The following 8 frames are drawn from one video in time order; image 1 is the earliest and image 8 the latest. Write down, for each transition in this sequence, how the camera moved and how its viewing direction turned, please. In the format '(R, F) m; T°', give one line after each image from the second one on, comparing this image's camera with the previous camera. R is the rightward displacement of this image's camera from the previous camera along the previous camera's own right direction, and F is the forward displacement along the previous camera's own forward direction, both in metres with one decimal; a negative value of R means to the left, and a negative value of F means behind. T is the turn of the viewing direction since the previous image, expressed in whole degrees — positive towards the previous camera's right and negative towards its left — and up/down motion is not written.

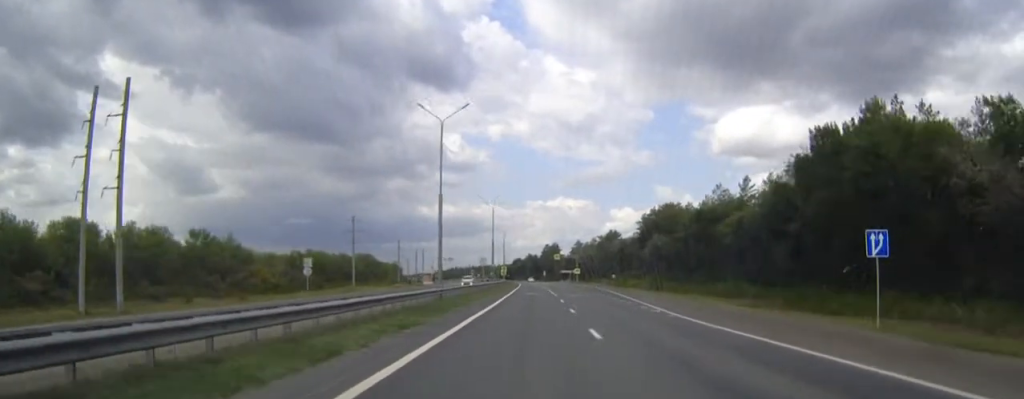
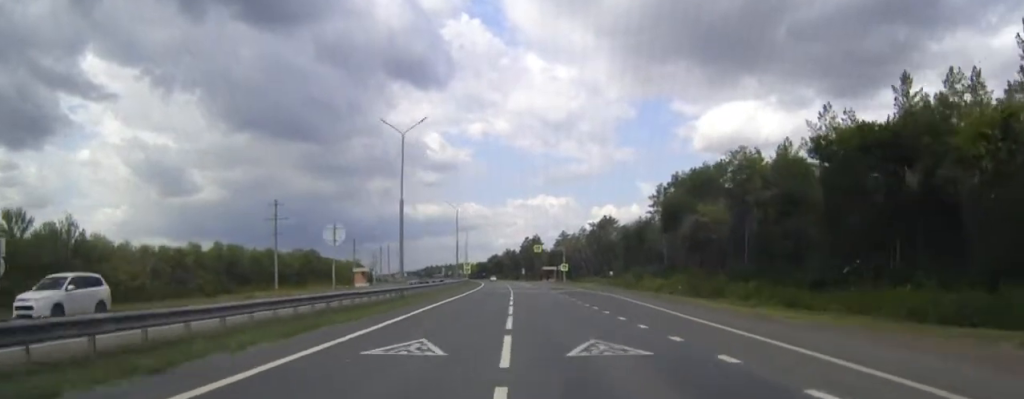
(+0.4, +46.5) m; +1°
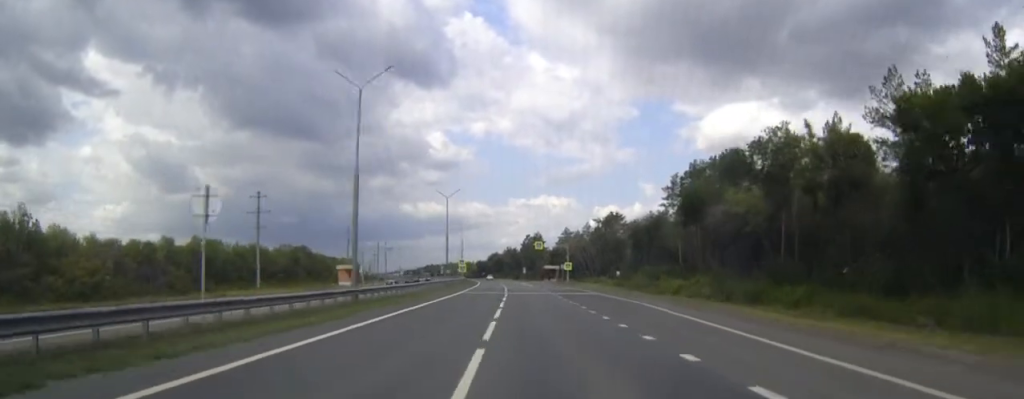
(0.0, +11.3) m; 0°
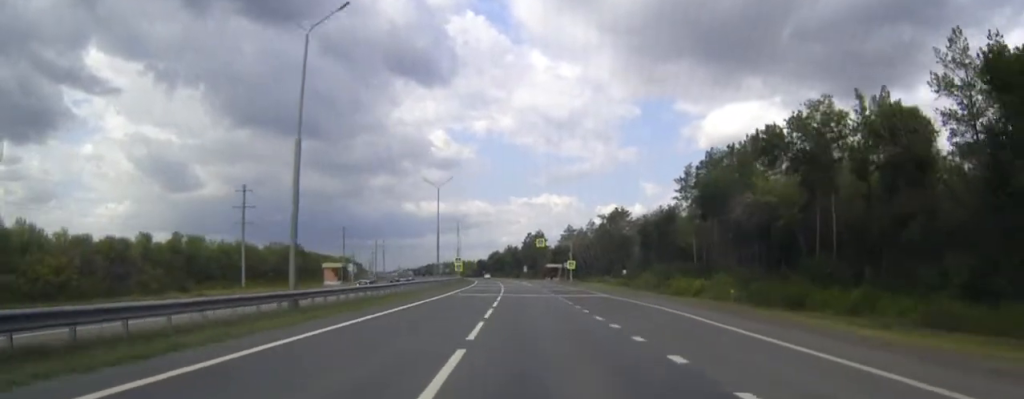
(0.0, +8.4) m; 0°
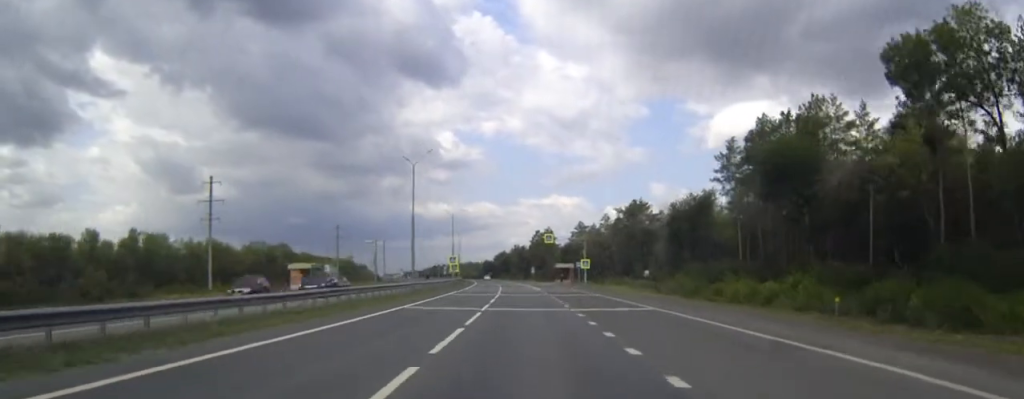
(-0.1, +18.3) m; -1°
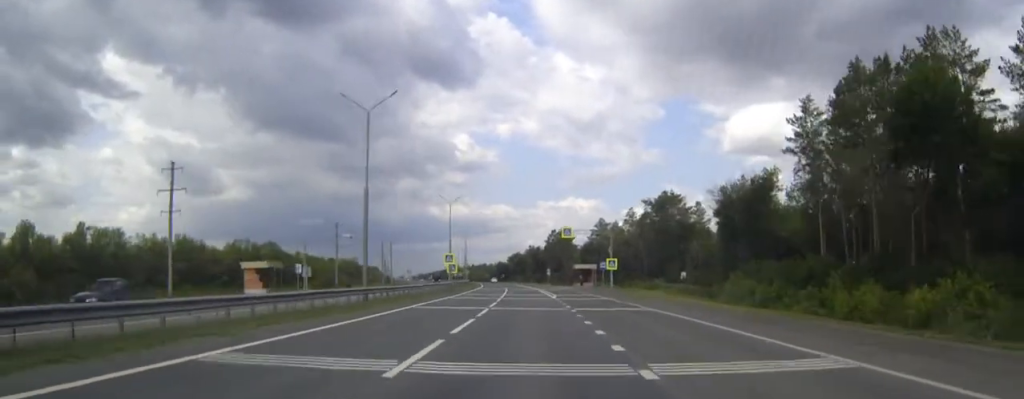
(-0.2, +19.0) m; -1°
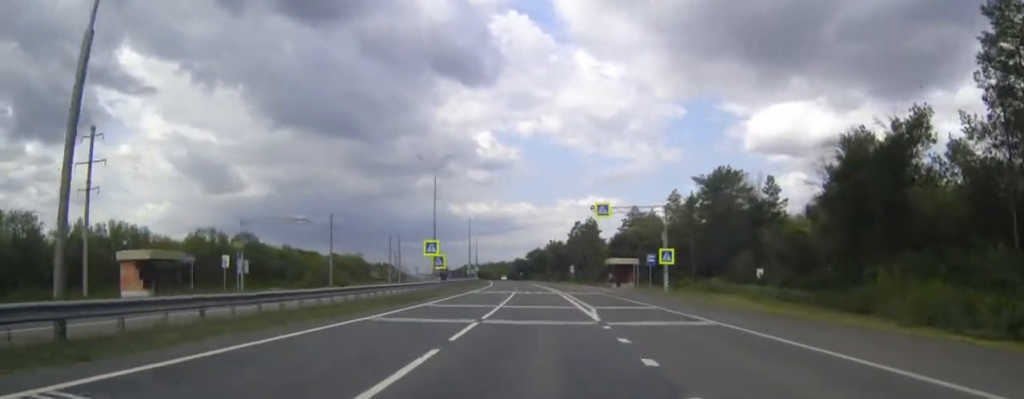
(-0.4, +26.6) m; -1°
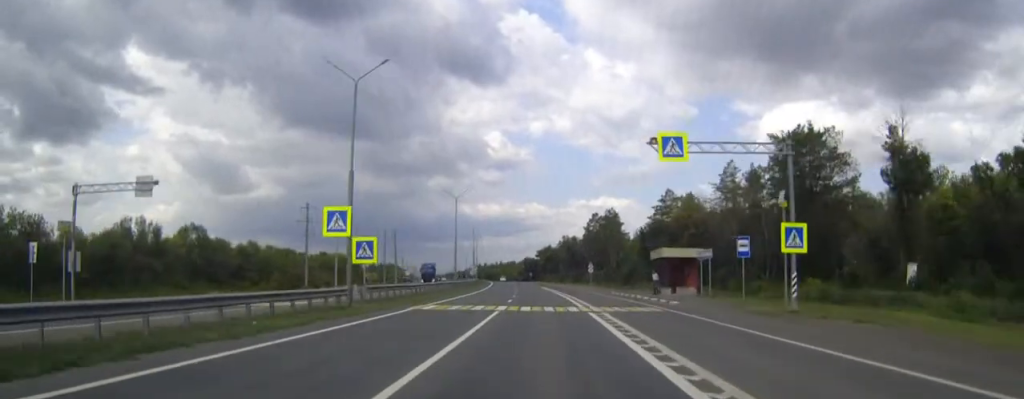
(-0.2, +28.5) m; -1°
